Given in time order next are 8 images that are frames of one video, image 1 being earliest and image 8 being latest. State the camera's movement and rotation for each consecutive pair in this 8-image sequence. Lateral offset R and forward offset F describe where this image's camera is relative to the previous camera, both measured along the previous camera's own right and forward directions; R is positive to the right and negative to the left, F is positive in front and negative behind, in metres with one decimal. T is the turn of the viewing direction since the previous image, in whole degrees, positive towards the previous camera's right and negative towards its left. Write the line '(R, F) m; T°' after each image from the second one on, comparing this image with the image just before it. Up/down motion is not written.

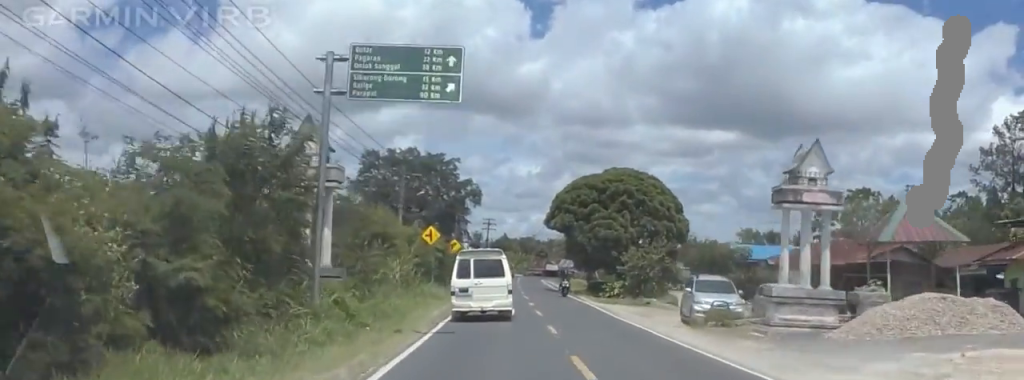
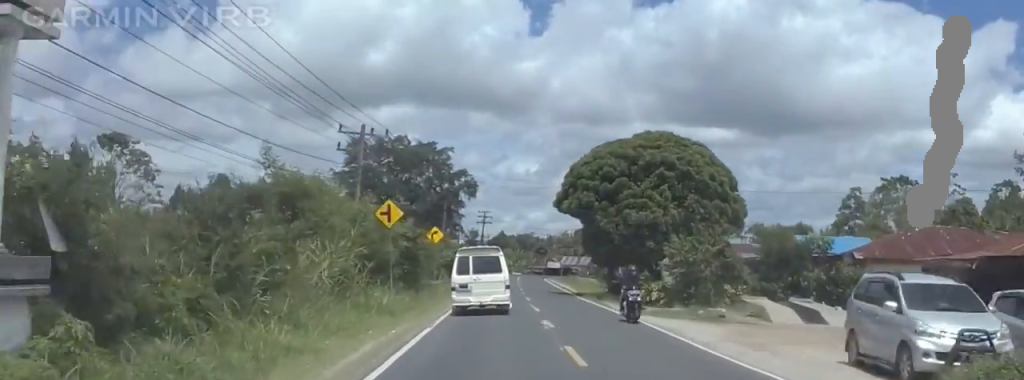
(-0.6, +16.2) m; +3°
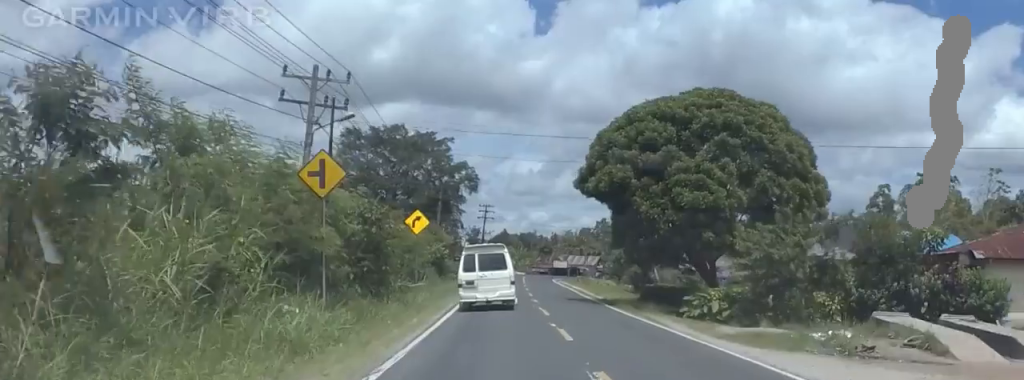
(+1.1, +12.1) m; 0°
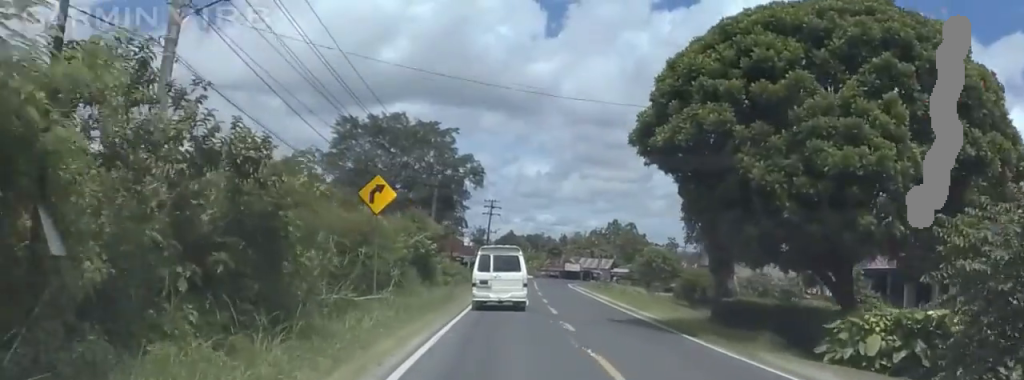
(-0.6, +13.9) m; -4°
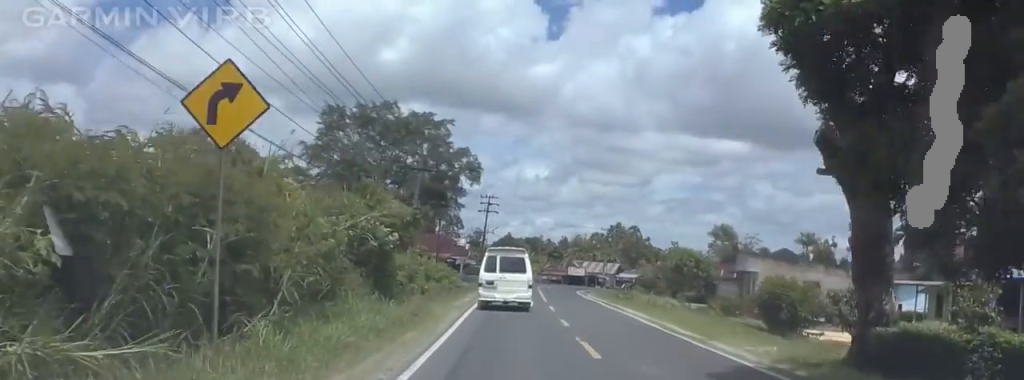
(-0.4, +12.7) m; -1°
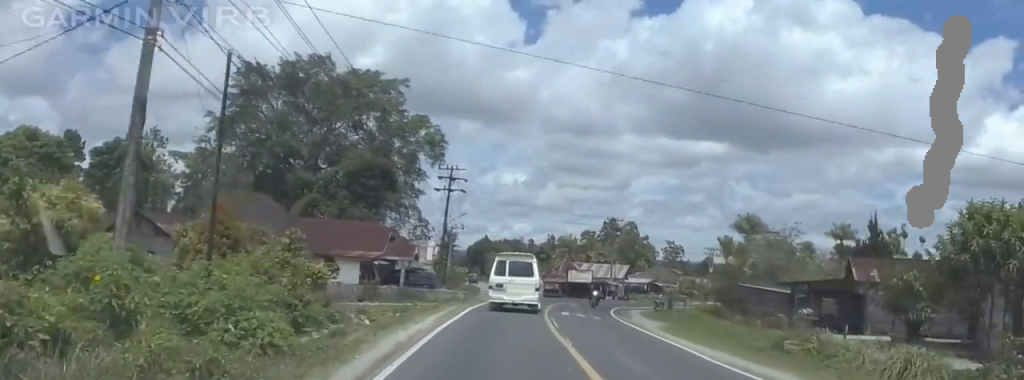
(+2.1, +38.9) m; +7°
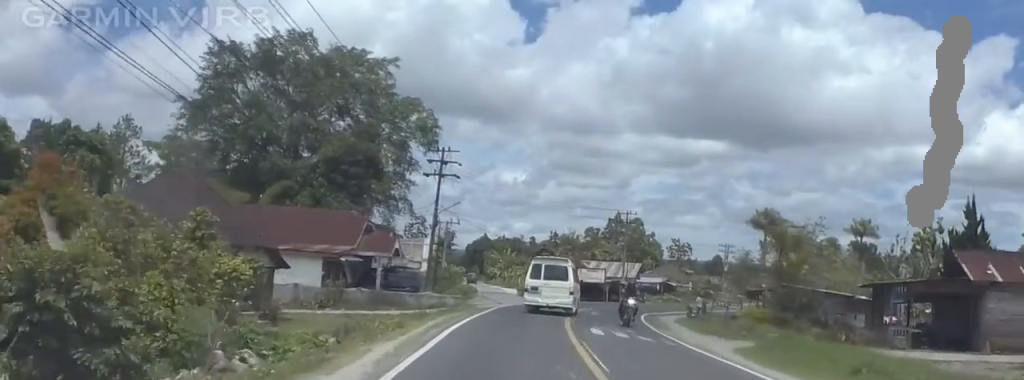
(+0.5, +11.5) m; +2°
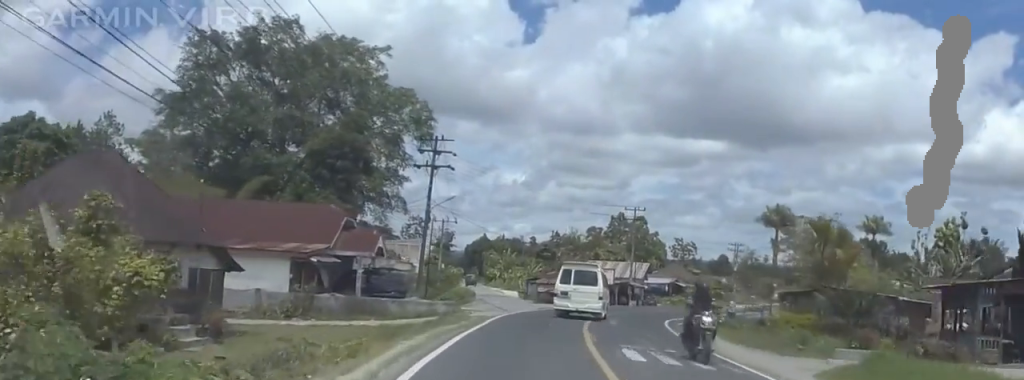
(0.0, +6.7) m; -1°
